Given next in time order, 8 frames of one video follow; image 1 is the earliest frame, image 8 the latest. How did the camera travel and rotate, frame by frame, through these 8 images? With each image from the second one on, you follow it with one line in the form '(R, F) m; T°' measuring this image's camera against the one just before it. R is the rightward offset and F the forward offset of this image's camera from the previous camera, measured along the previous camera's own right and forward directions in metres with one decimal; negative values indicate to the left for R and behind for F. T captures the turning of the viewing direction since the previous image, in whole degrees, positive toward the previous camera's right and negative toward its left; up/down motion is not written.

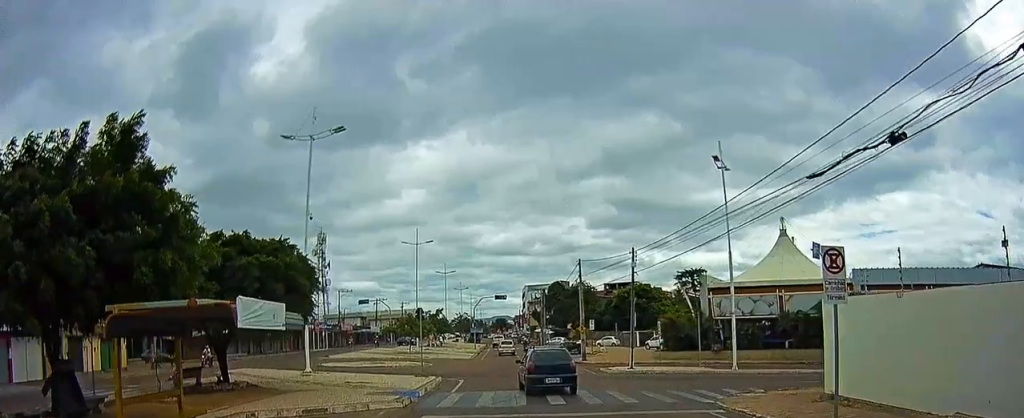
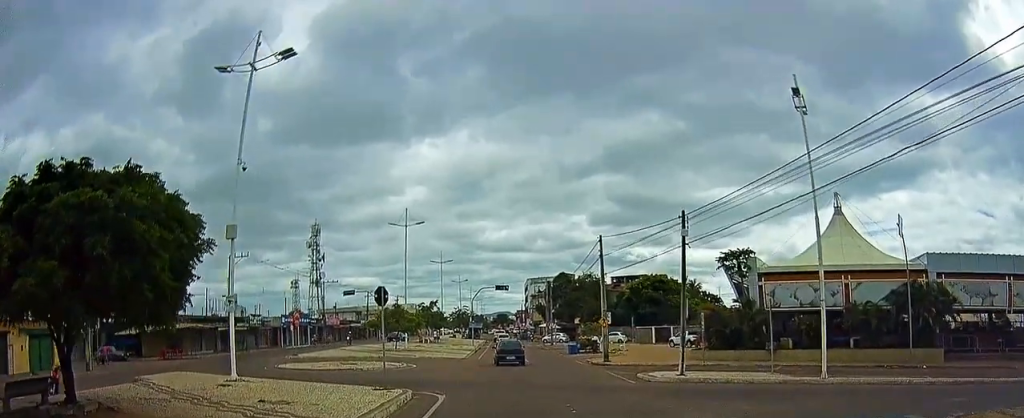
(-0.1, +16.5) m; 0°
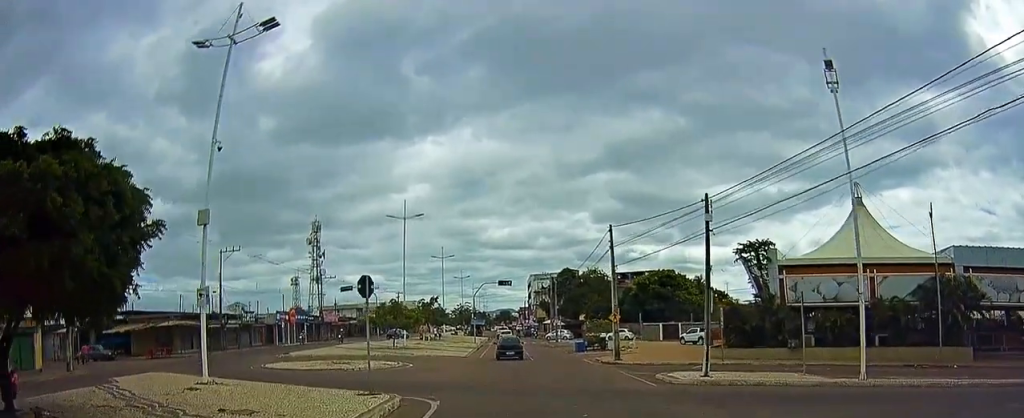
(+0.1, +2.5) m; +1°
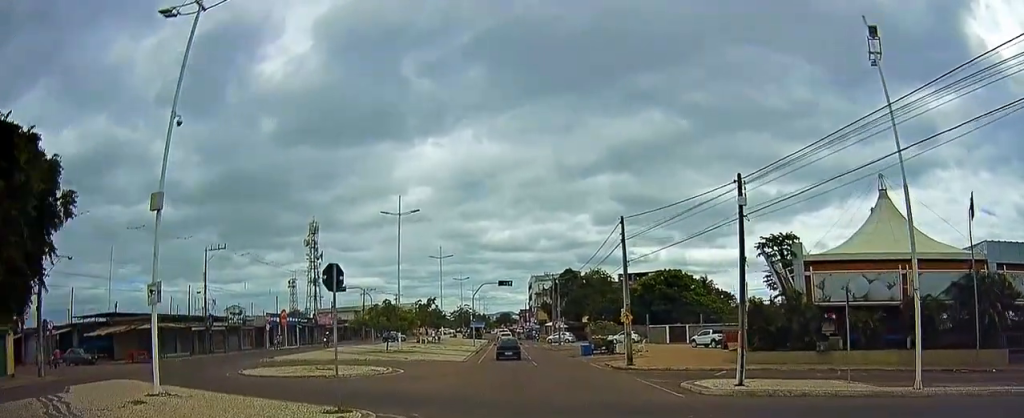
(-0.1, +2.6) m; -2°
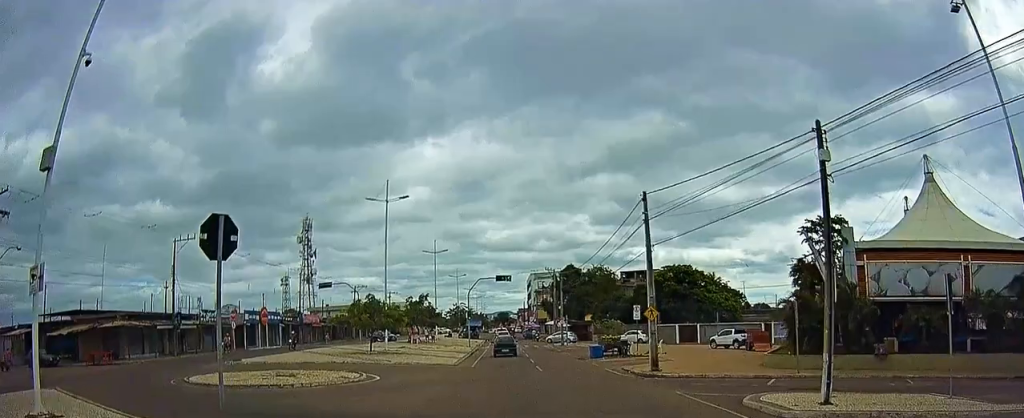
(0.0, +3.8) m; 0°
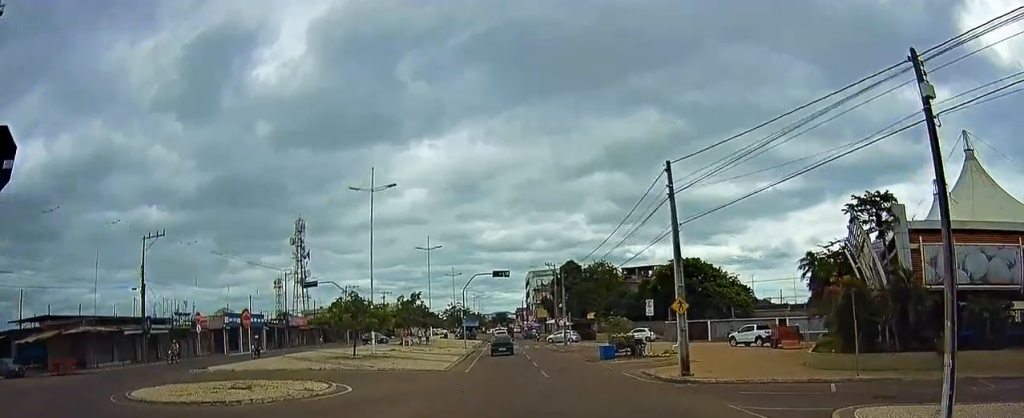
(0.0, +2.8) m; 0°
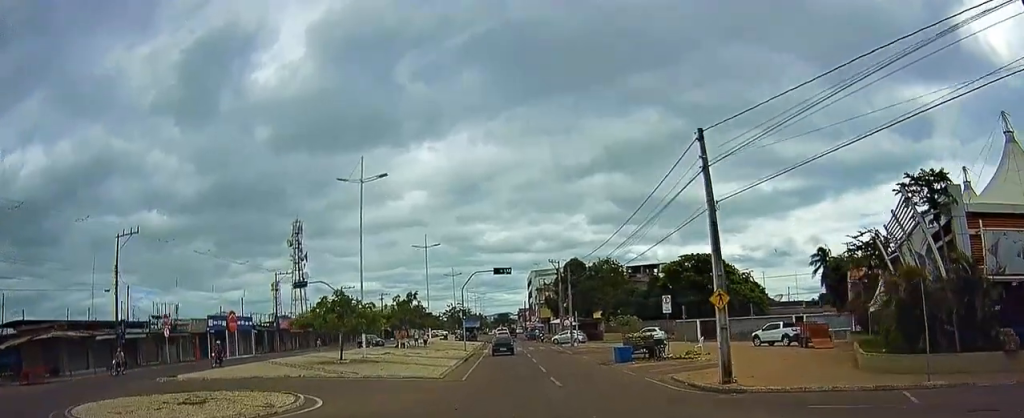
(0.0, +2.5) m; 0°
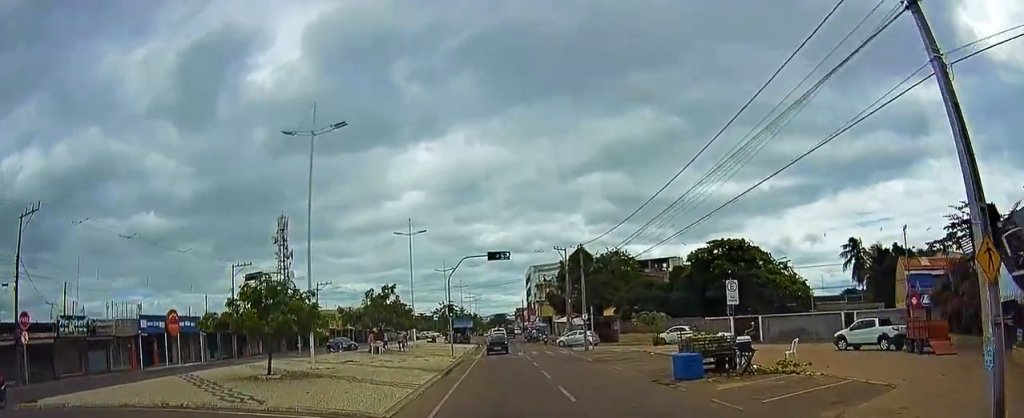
(+0.3, +8.7) m; +6°
